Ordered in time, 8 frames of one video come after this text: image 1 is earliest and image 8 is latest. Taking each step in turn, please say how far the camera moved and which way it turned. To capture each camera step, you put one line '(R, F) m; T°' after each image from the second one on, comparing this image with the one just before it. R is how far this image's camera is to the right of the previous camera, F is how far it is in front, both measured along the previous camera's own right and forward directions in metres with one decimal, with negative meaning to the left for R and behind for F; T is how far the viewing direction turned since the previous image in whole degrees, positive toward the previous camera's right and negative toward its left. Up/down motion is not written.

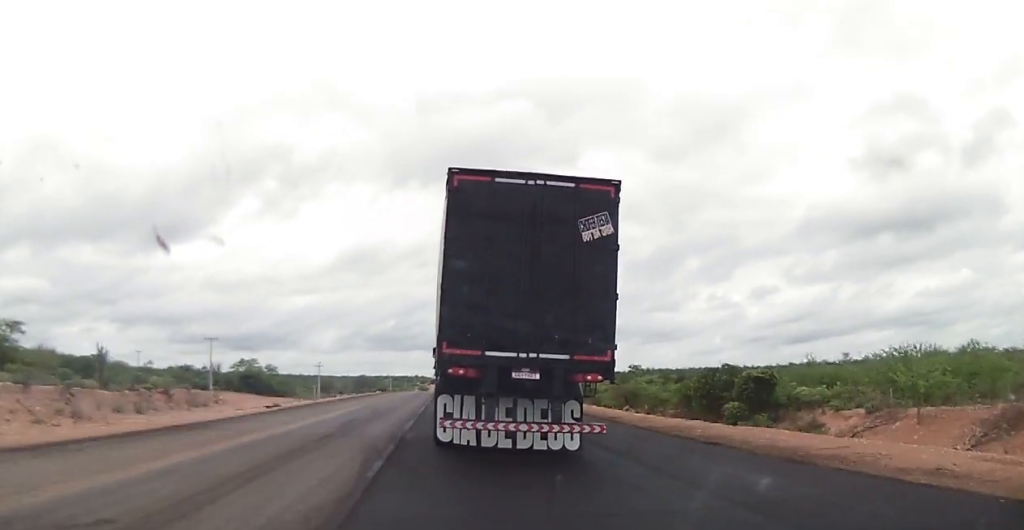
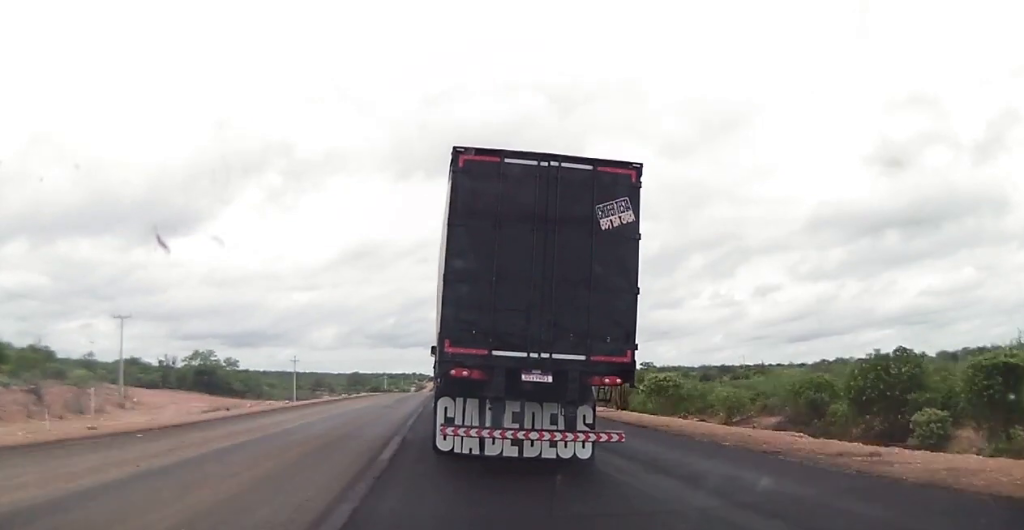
(-0.4, +30.7) m; -2°
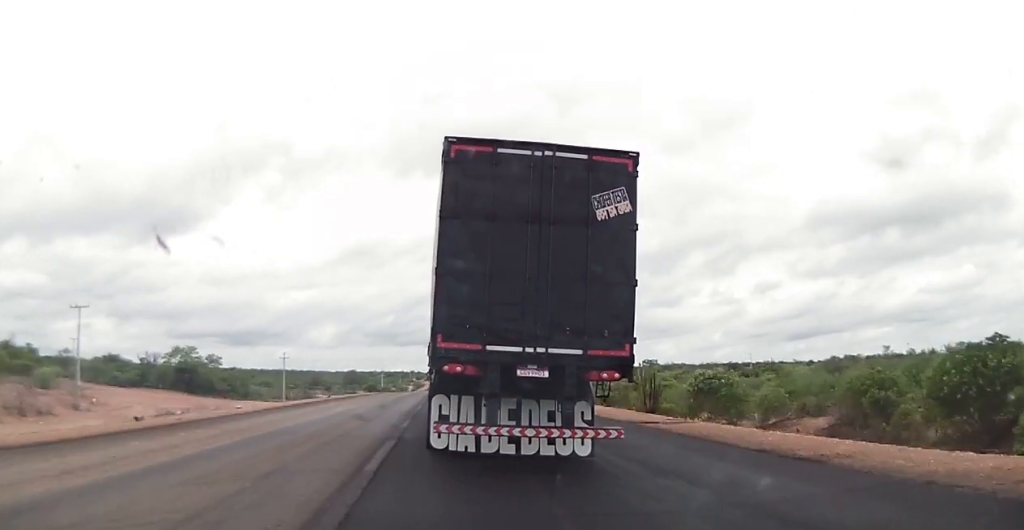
(0.0, +9.7) m; 0°
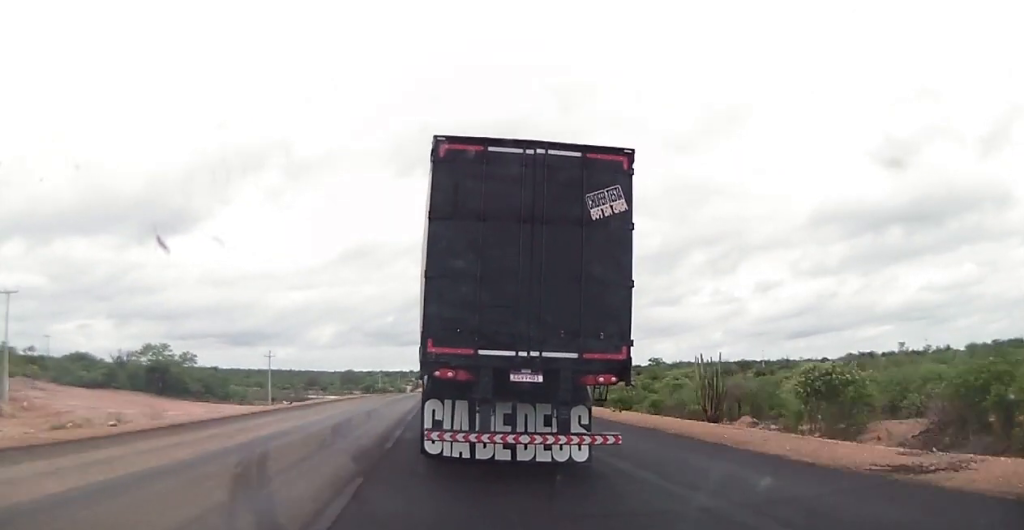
(0.0, +13.0) m; +1°
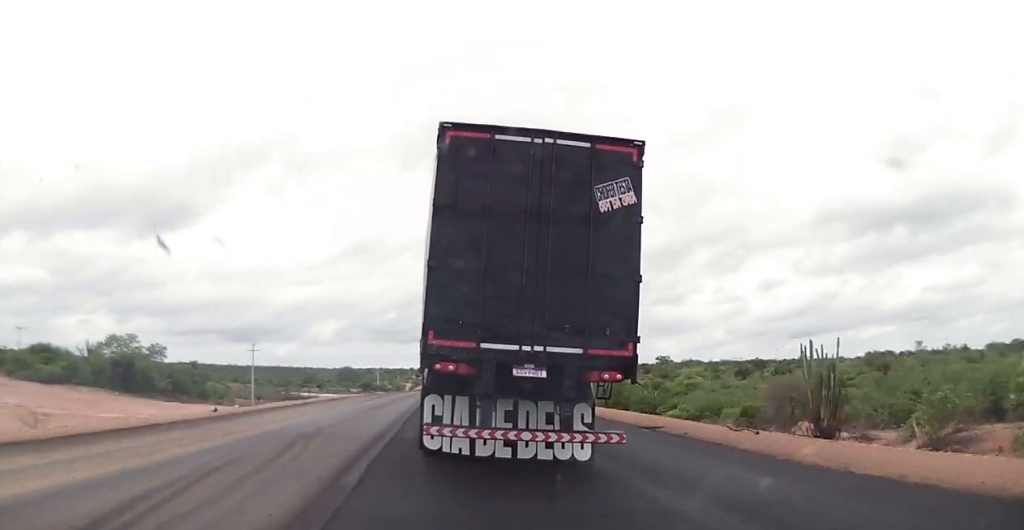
(+0.2, +13.4) m; +1°
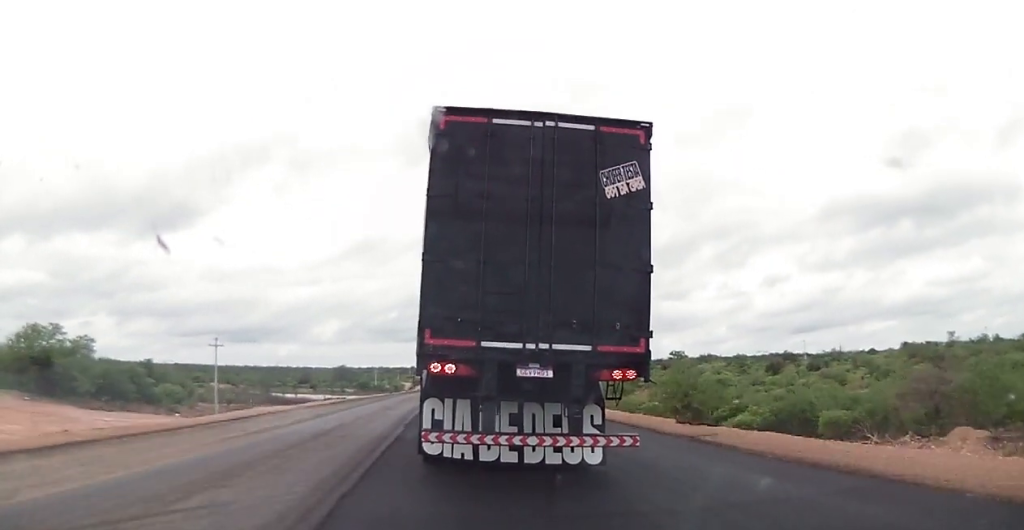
(0.0, +22.5) m; -1°
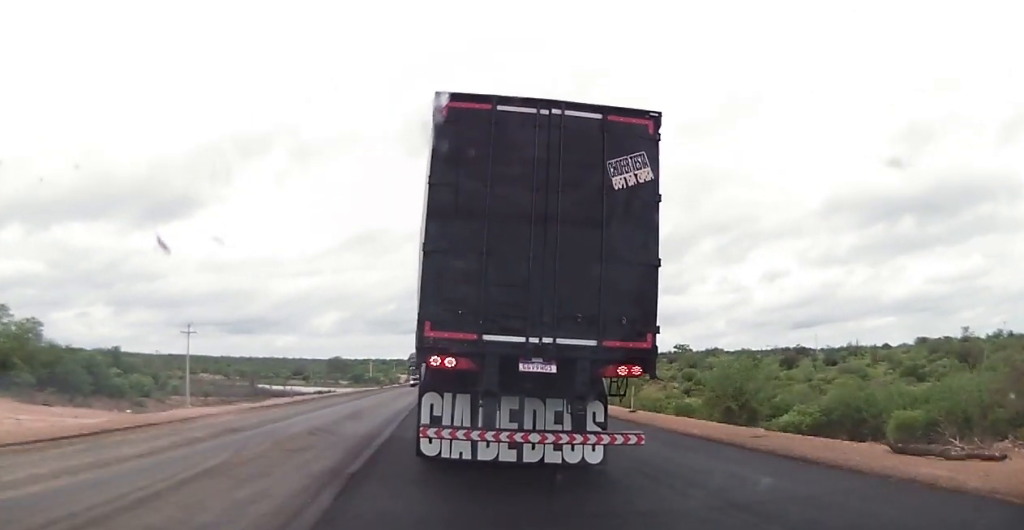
(-0.1, +11.4) m; 0°
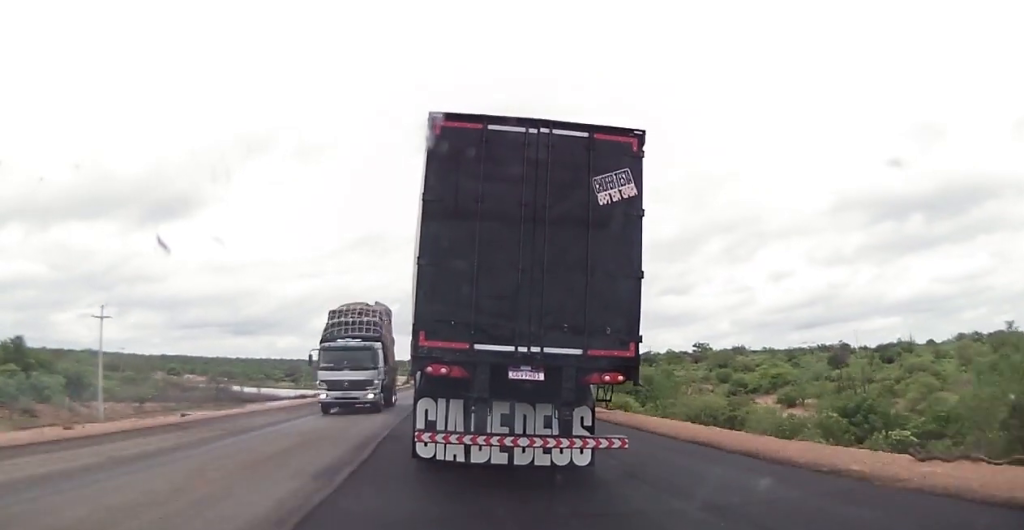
(+0.7, +27.3) m; +1°
